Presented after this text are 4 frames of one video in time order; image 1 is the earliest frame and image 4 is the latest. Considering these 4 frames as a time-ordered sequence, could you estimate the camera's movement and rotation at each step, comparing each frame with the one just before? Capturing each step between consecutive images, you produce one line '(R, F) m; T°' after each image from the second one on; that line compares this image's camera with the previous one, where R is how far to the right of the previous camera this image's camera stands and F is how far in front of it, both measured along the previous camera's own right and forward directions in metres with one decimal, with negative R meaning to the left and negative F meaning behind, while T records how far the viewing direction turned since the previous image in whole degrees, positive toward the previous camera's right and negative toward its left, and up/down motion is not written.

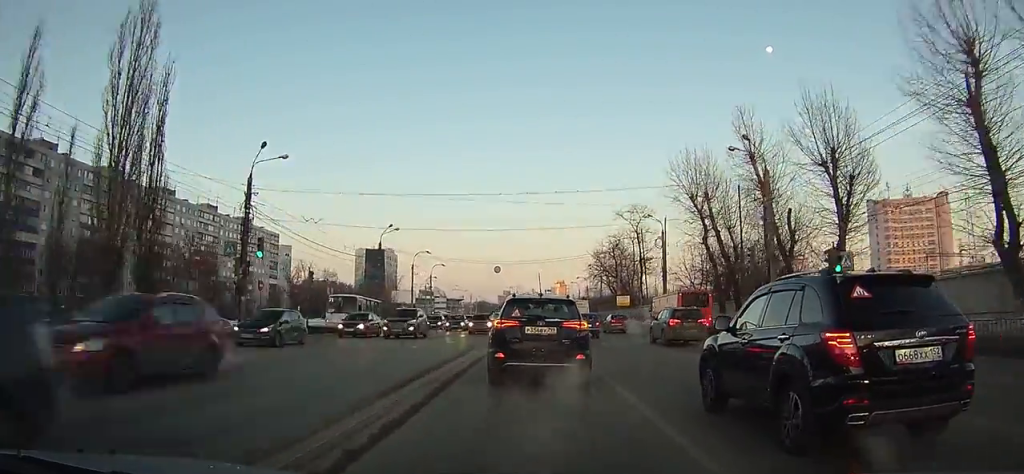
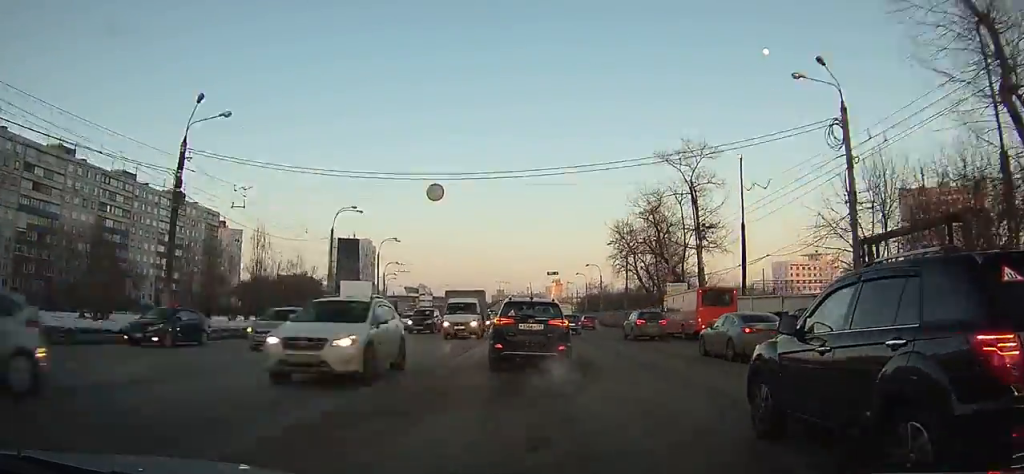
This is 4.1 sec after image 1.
(-0.6, +36.4) m; -2°
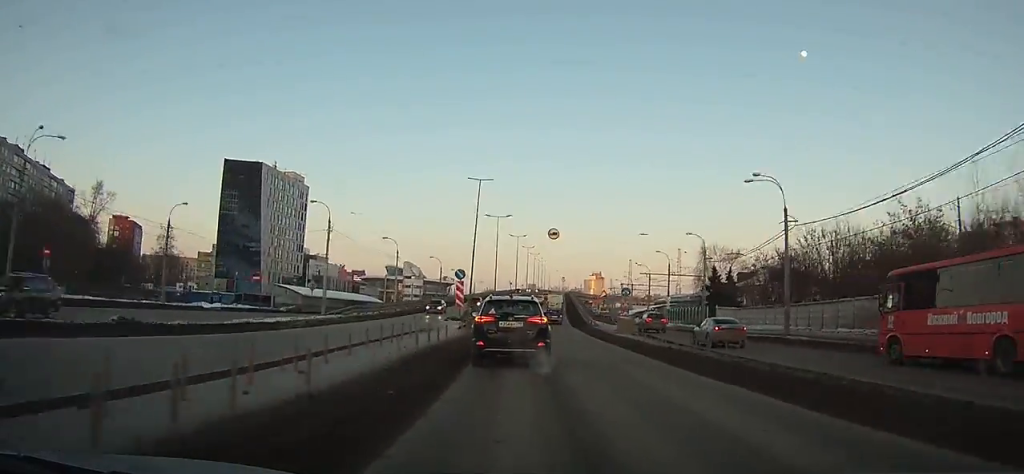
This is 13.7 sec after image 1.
(-4.4, +130.5) m; -4°
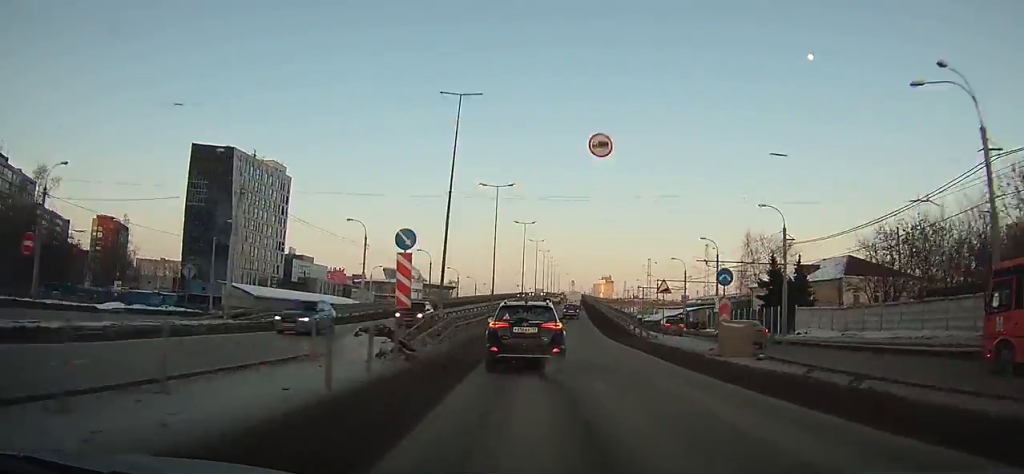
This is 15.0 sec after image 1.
(0.0, +20.3) m; 0°
